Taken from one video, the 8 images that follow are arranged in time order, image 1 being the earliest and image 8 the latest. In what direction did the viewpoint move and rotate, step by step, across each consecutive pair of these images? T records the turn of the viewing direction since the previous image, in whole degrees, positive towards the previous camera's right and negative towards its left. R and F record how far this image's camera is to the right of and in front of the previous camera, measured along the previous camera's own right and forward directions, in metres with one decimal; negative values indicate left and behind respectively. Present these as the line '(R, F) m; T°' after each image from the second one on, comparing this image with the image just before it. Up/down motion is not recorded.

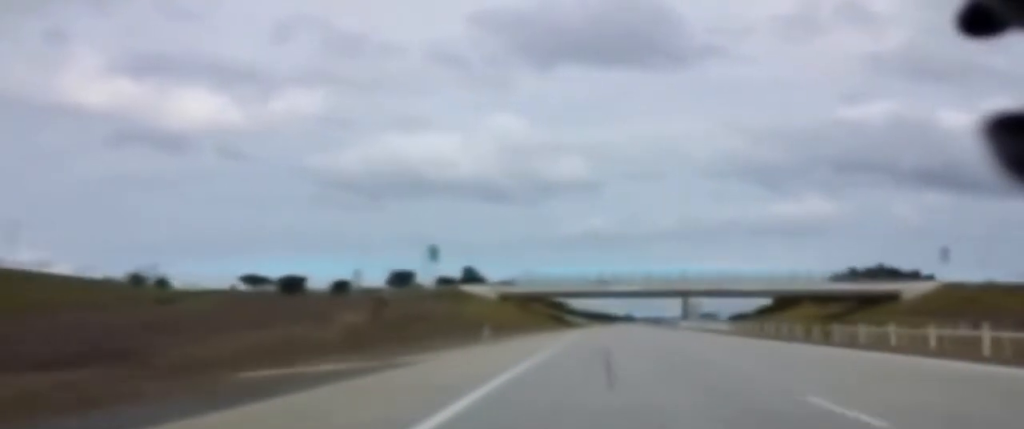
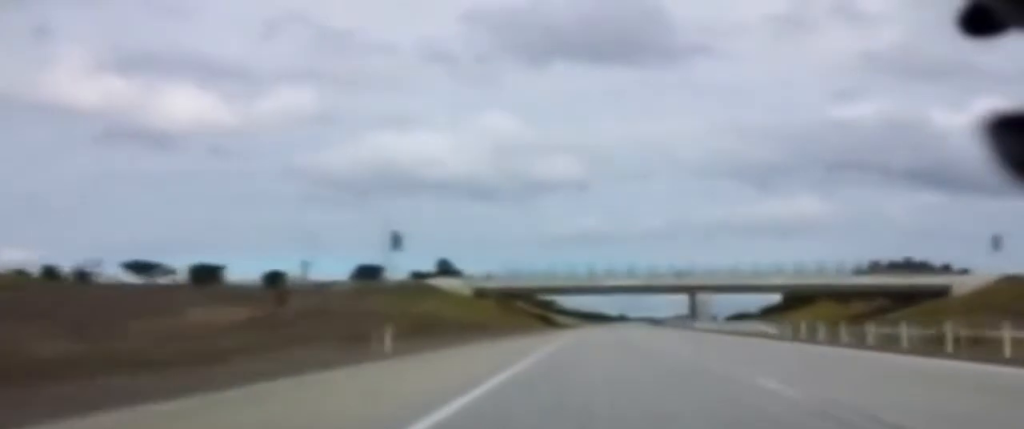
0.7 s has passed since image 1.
(+0.2, +22.2) m; +1°
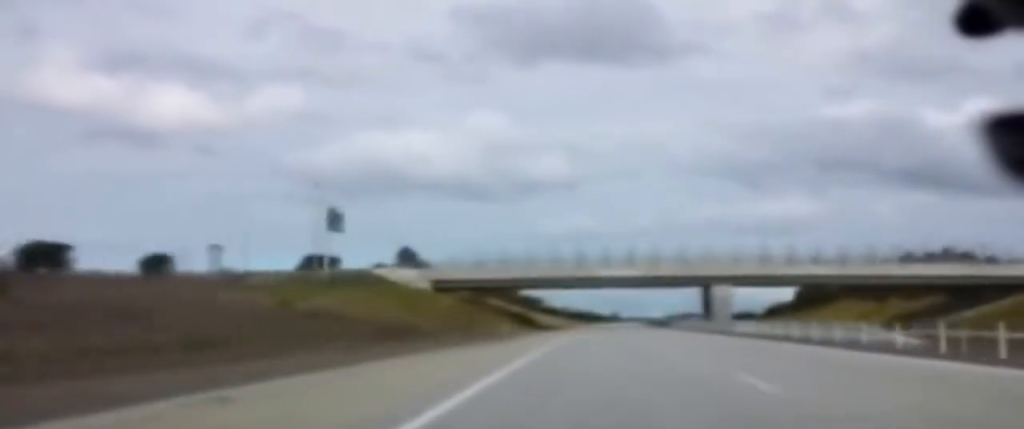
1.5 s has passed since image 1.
(+0.2, +24.3) m; +1°
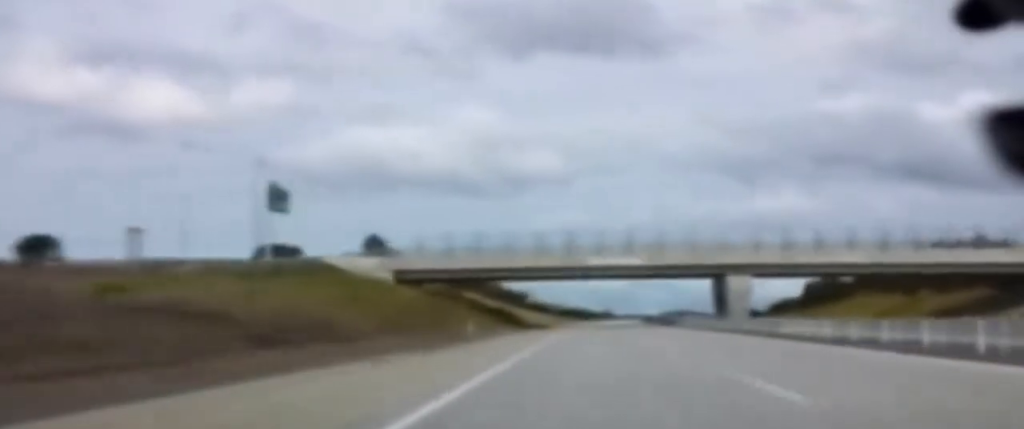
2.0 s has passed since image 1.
(0.0, +14.2) m; 0°
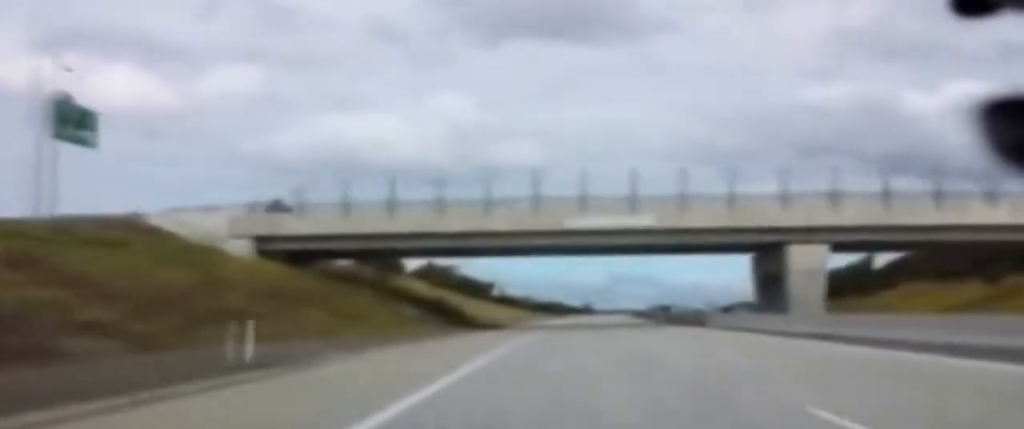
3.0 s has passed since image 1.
(+0.2, +29.3) m; 0°
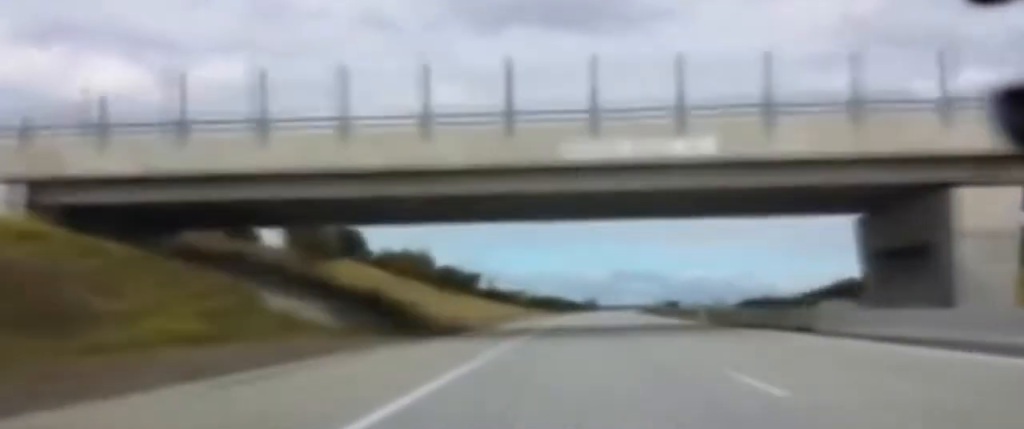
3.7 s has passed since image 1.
(-0.3, +21.2) m; 0°
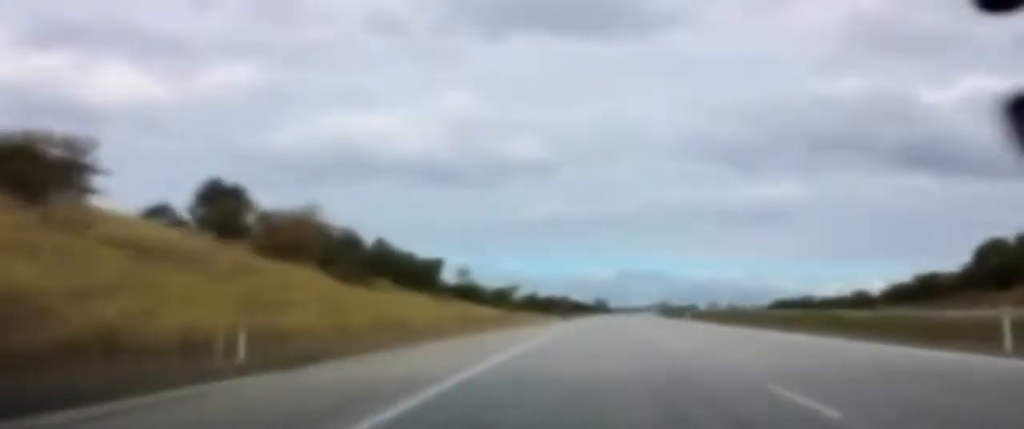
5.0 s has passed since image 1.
(+0.5, +38.9) m; +2°
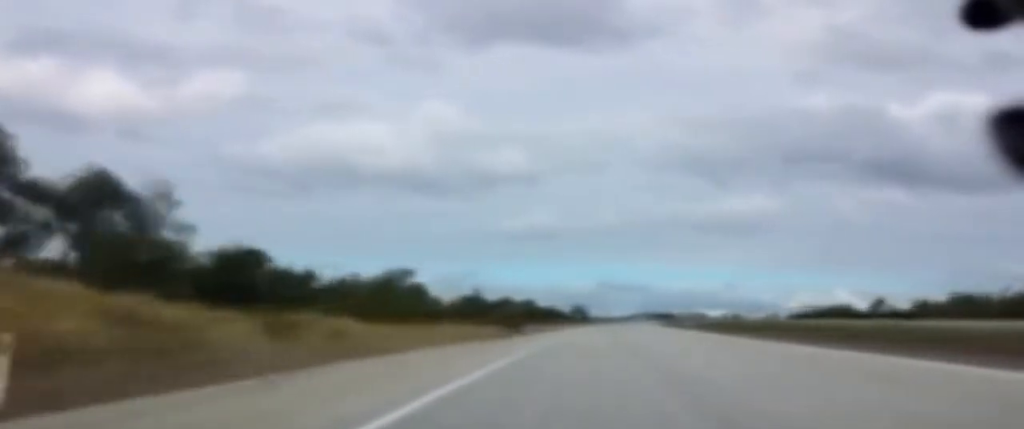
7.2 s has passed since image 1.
(-0.3, +65.7) m; 0°
